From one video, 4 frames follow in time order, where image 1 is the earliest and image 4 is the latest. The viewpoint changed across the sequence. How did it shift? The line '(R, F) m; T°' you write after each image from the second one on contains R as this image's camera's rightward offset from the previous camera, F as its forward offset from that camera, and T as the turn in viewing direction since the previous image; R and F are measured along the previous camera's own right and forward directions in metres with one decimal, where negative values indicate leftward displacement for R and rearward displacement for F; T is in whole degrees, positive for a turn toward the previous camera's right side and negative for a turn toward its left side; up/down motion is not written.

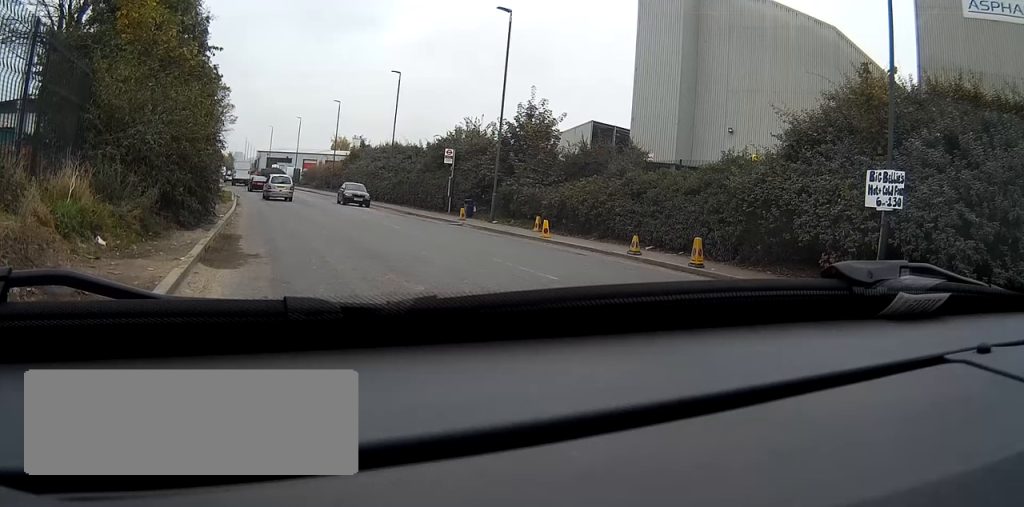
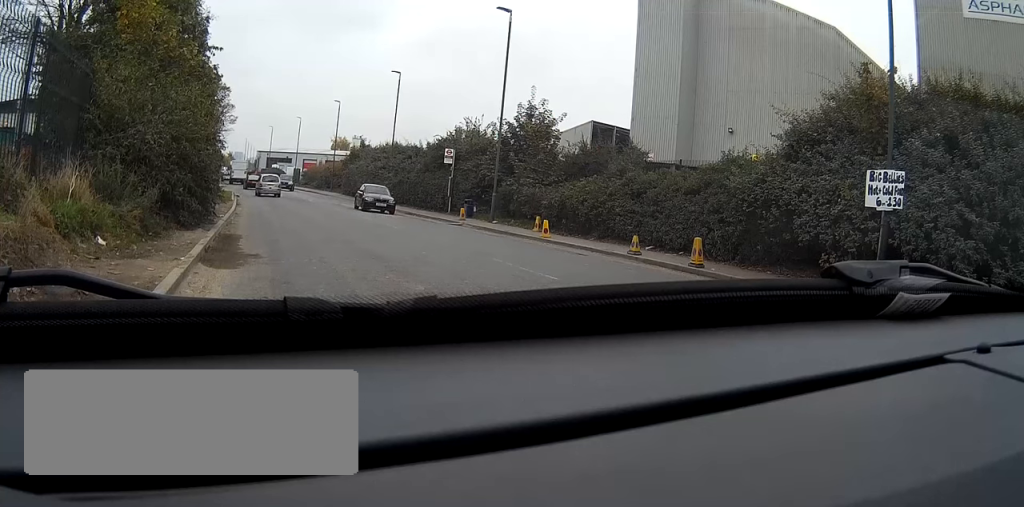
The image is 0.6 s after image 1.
(0.0, 0.0) m; 0°
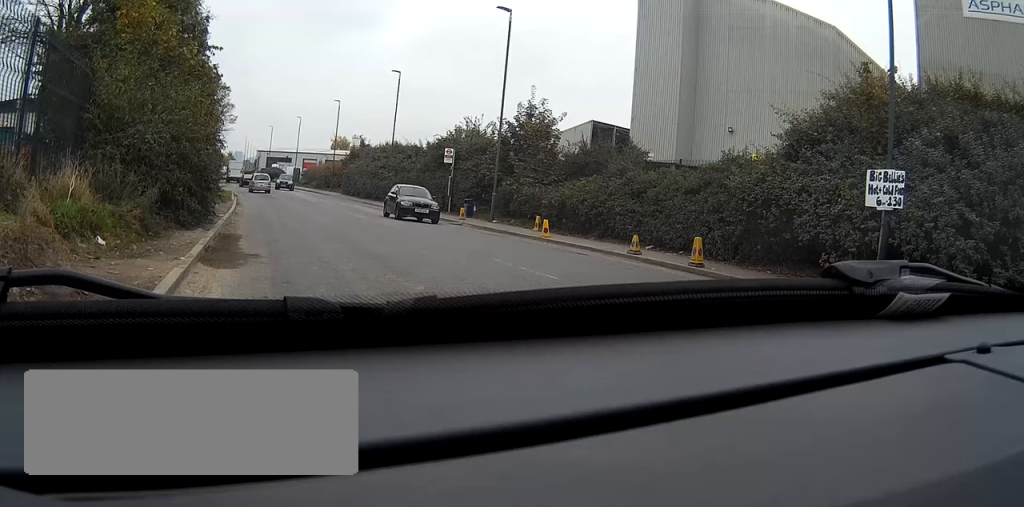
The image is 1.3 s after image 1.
(0.0, 0.0) m; 0°
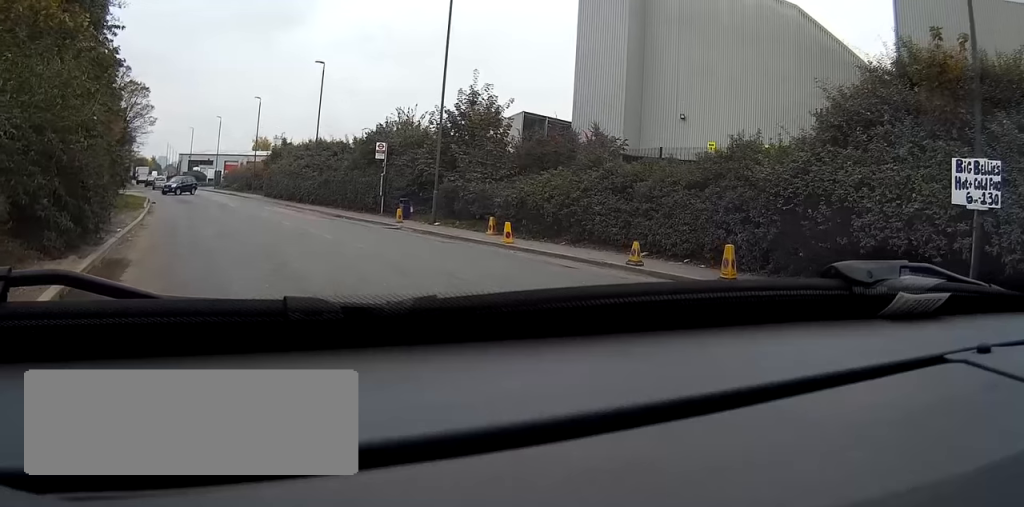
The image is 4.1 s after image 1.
(+0.3, +2.7) m; +7°
